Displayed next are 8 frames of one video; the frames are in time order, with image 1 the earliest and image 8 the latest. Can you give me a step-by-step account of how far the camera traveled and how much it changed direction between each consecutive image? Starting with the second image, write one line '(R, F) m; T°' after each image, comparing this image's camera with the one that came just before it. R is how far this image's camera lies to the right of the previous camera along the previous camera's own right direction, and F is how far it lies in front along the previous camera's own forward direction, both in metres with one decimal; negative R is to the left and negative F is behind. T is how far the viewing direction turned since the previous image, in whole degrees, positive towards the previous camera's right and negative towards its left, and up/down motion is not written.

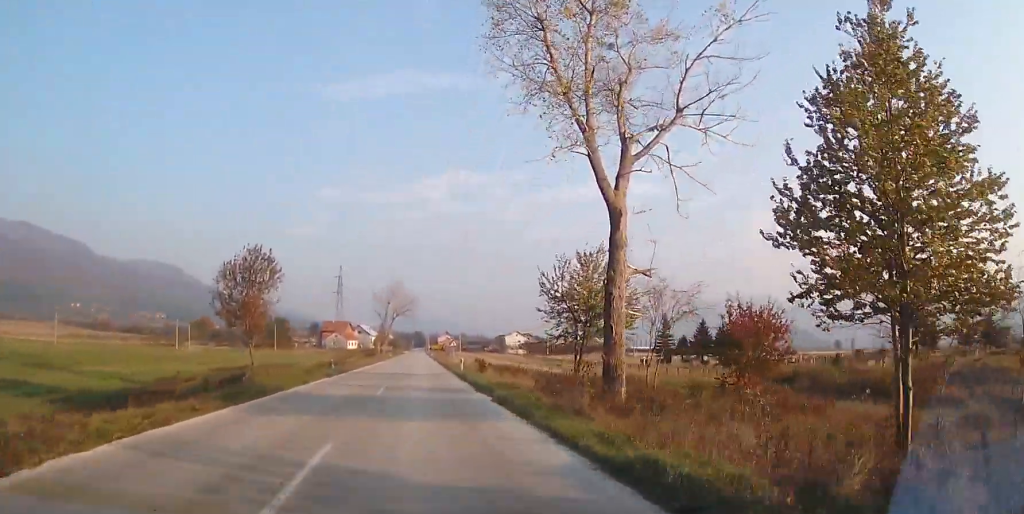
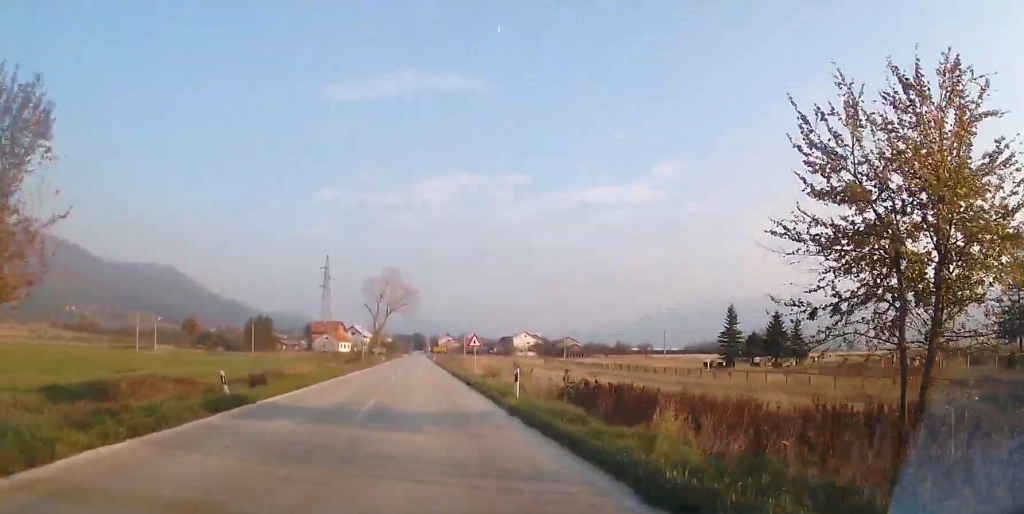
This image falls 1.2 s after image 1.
(-0.1, +21.4) m; 0°
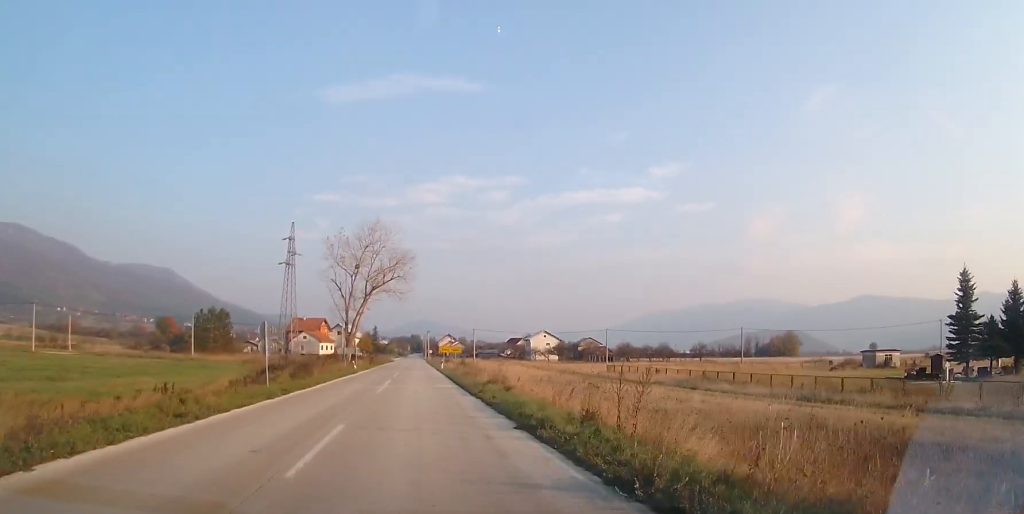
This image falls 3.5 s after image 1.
(+0.1, +37.3) m; 0°
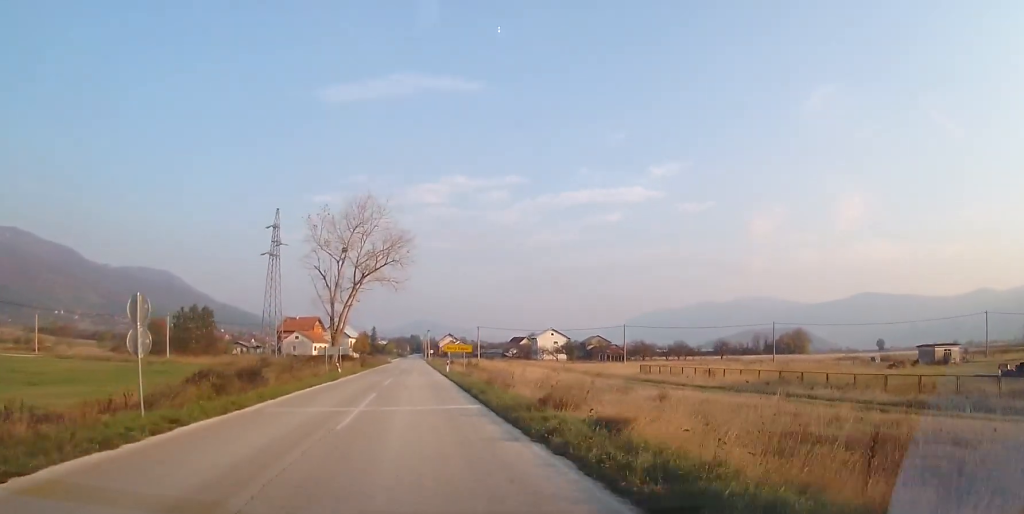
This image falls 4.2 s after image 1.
(+0.2, +10.7) m; +1°
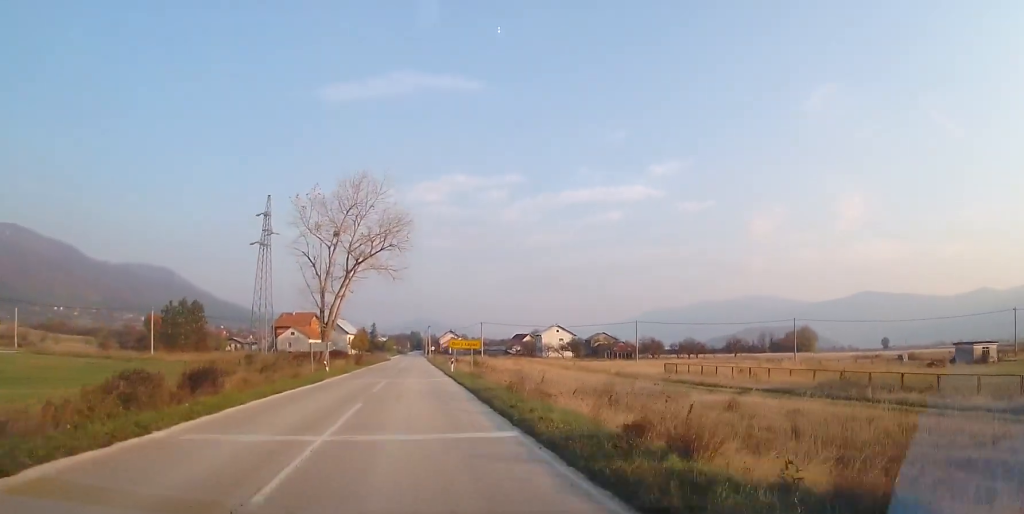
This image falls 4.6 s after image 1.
(+0.1, +6.1) m; +1°
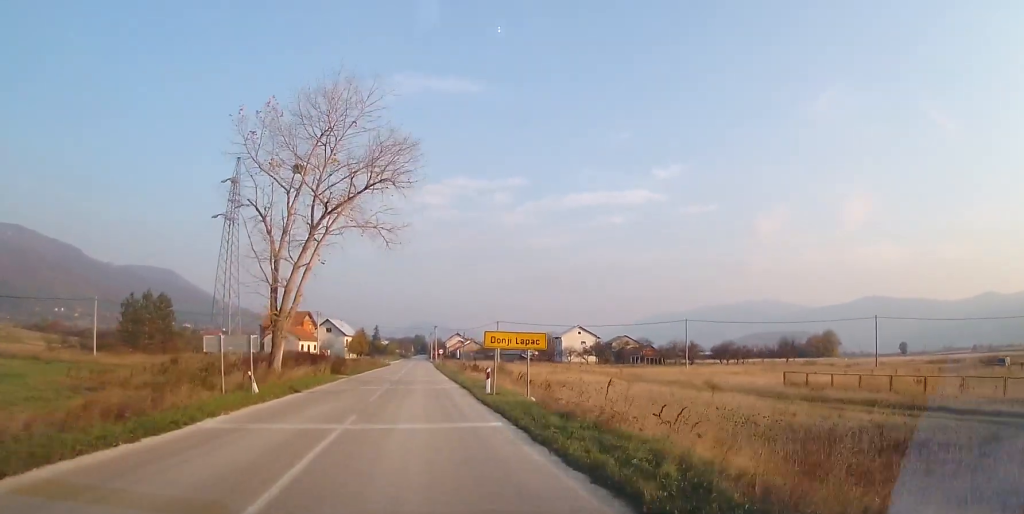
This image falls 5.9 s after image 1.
(-0.1, +18.0) m; -2°
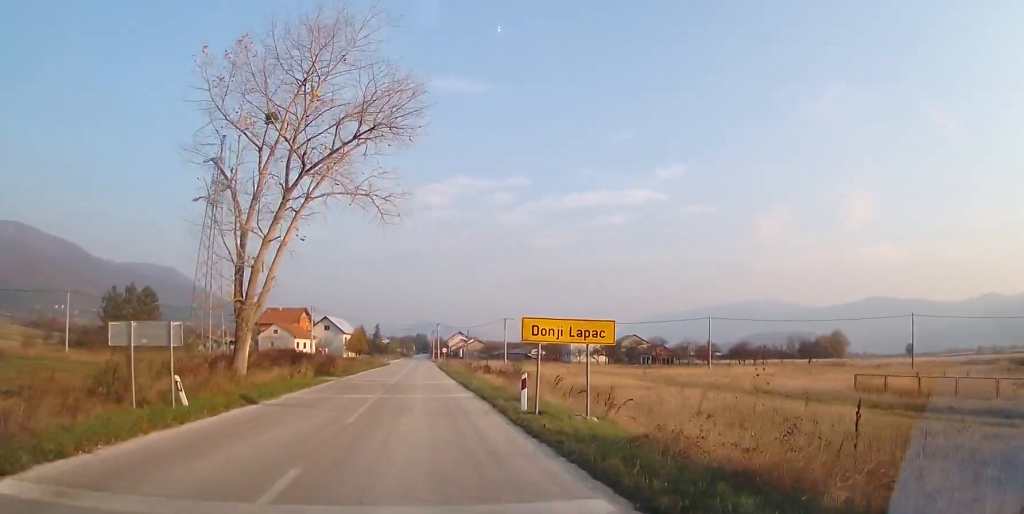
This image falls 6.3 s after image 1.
(-0.2, +6.6) m; 0°
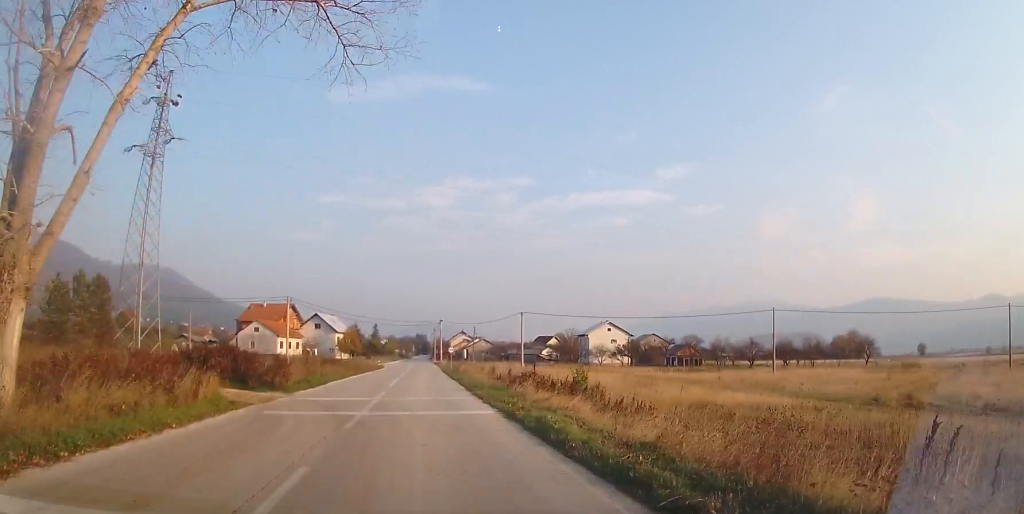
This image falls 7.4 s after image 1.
(0.0, +15.4) m; 0°
